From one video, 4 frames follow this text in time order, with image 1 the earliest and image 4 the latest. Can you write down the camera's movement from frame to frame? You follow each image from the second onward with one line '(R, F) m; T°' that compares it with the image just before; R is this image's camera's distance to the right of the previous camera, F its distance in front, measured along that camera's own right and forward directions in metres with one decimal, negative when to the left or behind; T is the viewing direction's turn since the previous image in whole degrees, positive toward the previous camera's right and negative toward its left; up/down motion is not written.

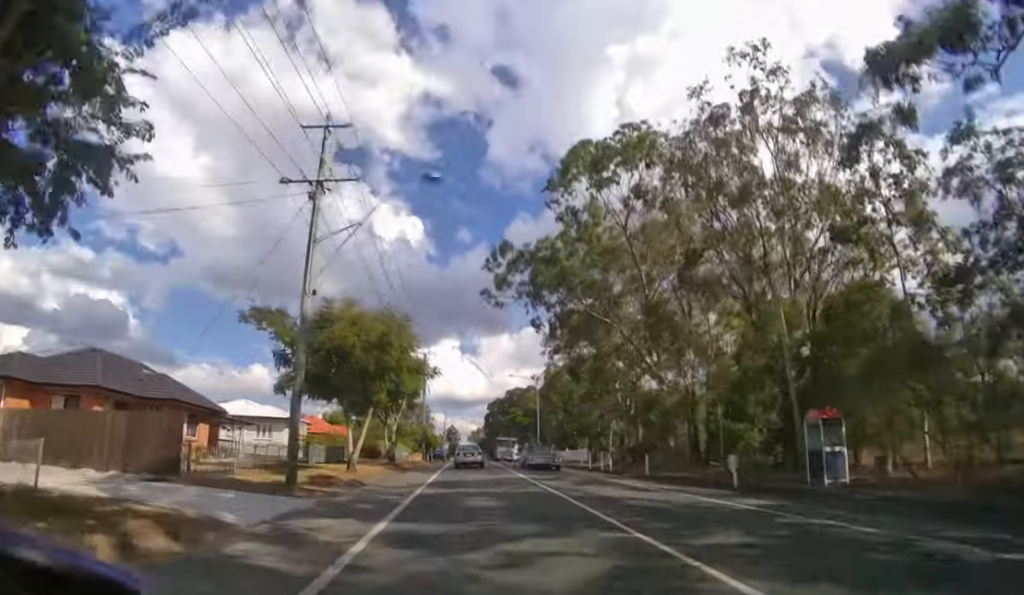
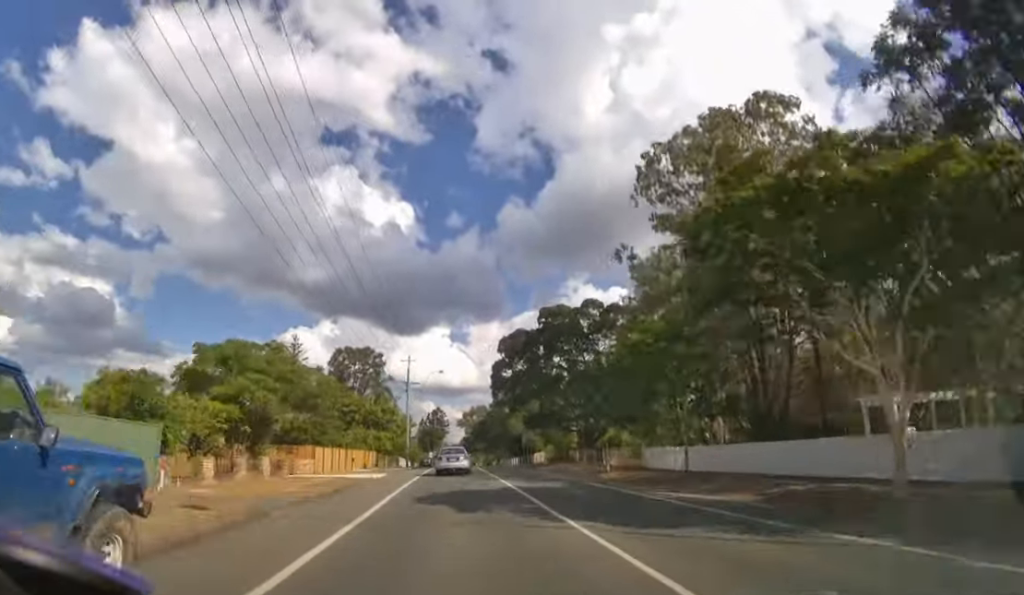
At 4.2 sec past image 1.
(+1.0, +54.1) m; +1°
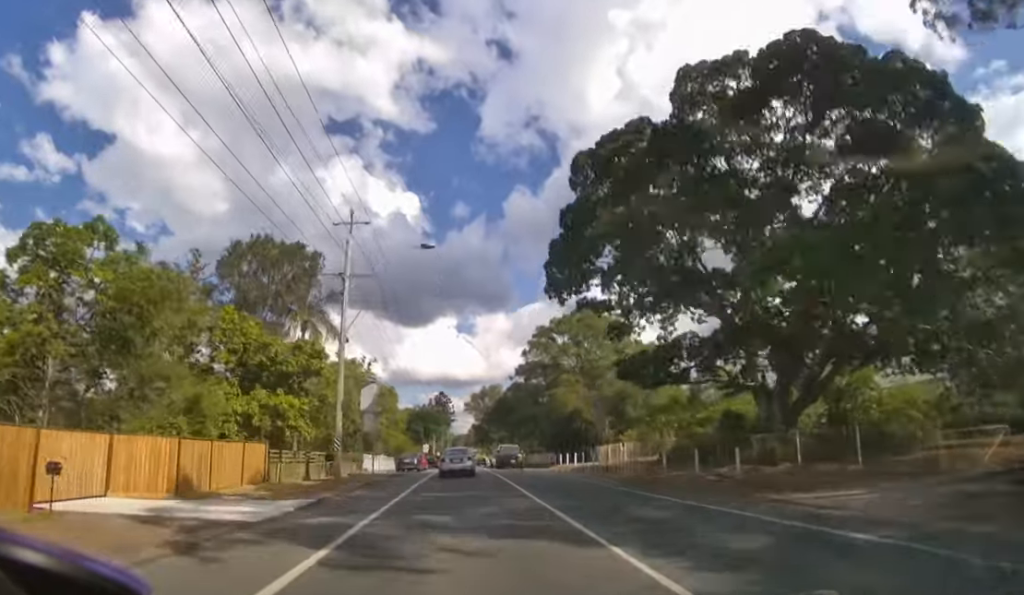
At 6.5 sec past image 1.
(-0.3, +35.6) m; -1°
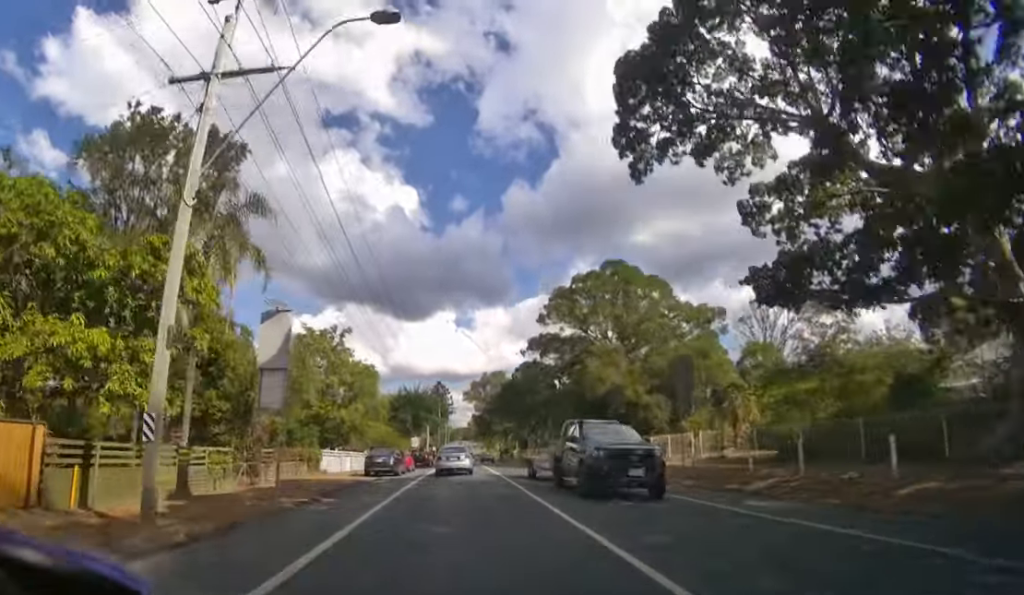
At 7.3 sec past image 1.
(0.0, +14.0) m; 0°
